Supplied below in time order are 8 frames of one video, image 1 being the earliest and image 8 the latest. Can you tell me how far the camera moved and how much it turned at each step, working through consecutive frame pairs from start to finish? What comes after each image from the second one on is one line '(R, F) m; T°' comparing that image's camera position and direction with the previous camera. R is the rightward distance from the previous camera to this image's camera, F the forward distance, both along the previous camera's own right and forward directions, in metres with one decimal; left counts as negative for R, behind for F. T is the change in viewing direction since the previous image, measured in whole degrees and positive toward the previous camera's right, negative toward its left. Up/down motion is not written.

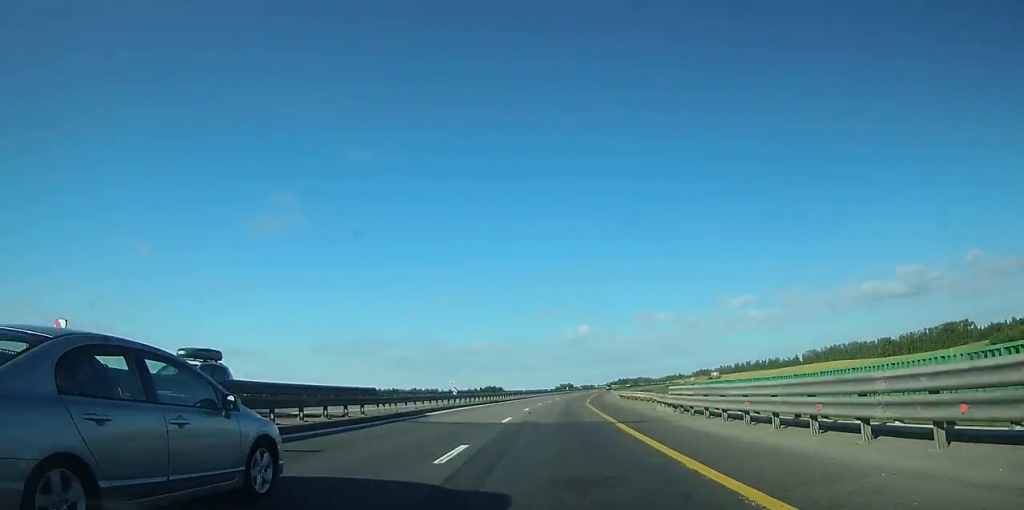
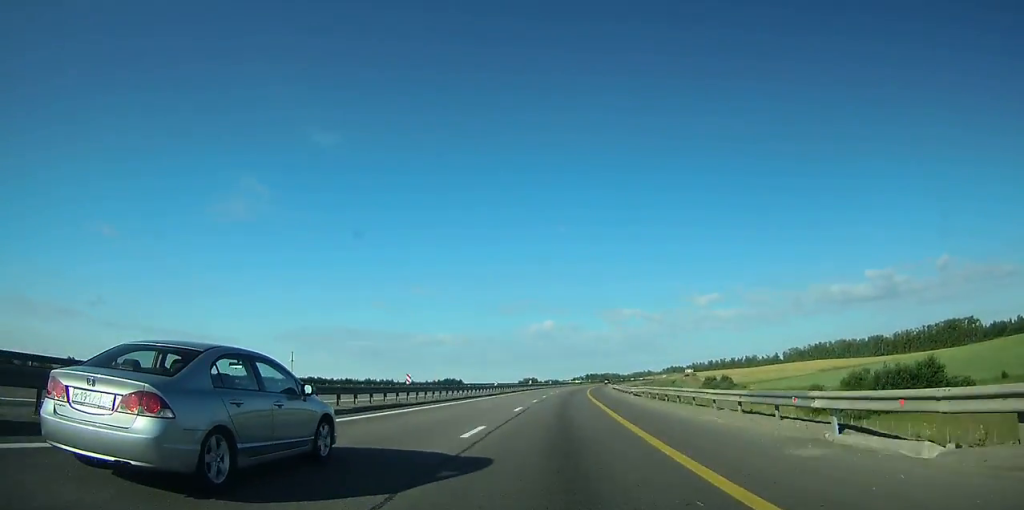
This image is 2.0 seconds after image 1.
(+1.2, +56.1) m; +3°
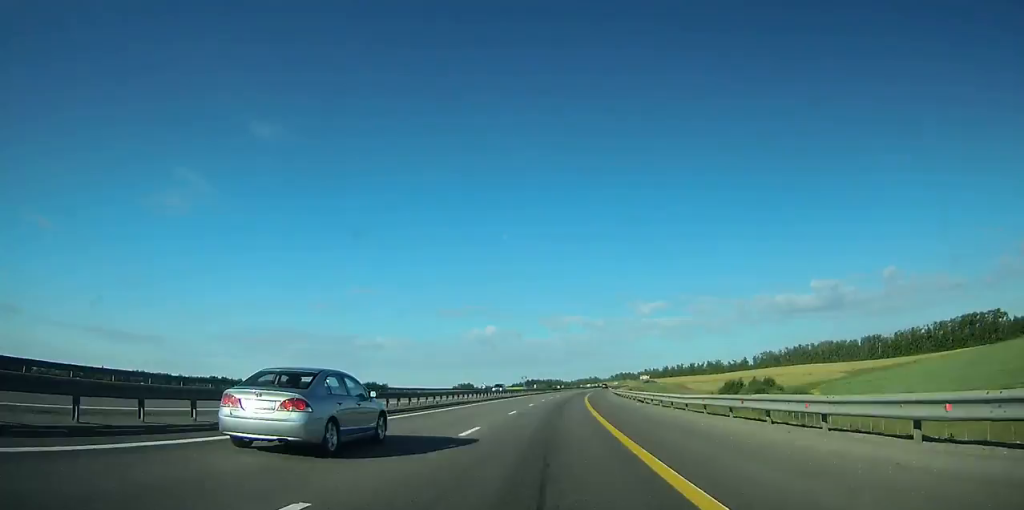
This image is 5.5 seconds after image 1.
(+5.3, +97.4) m; +6°
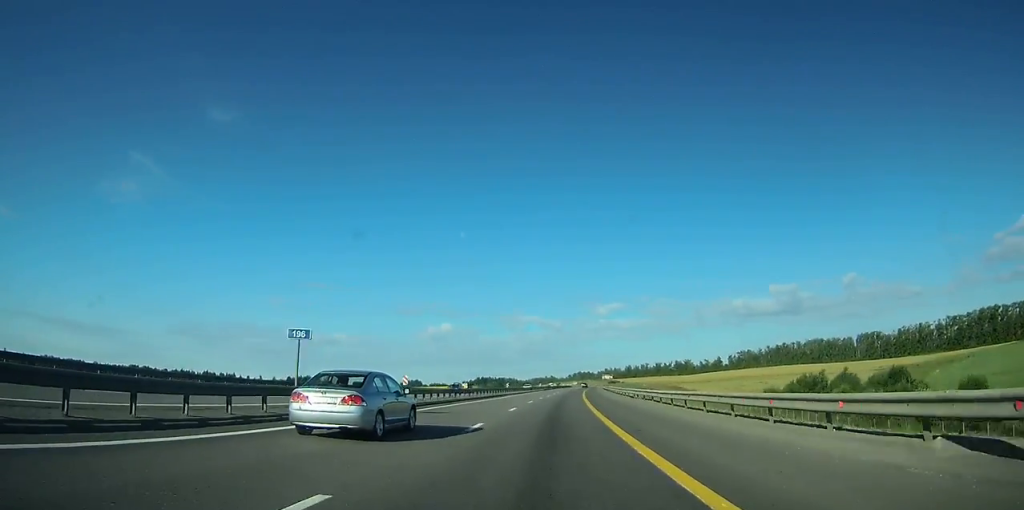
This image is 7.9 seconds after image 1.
(+2.0, +66.3) m; +3°
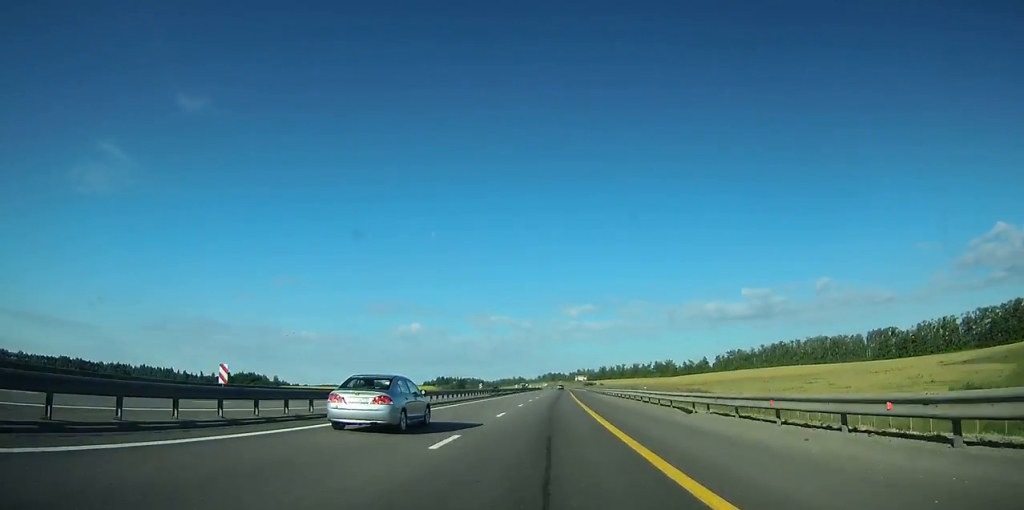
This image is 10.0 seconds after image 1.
(+1.8, +61.1) m; +2°
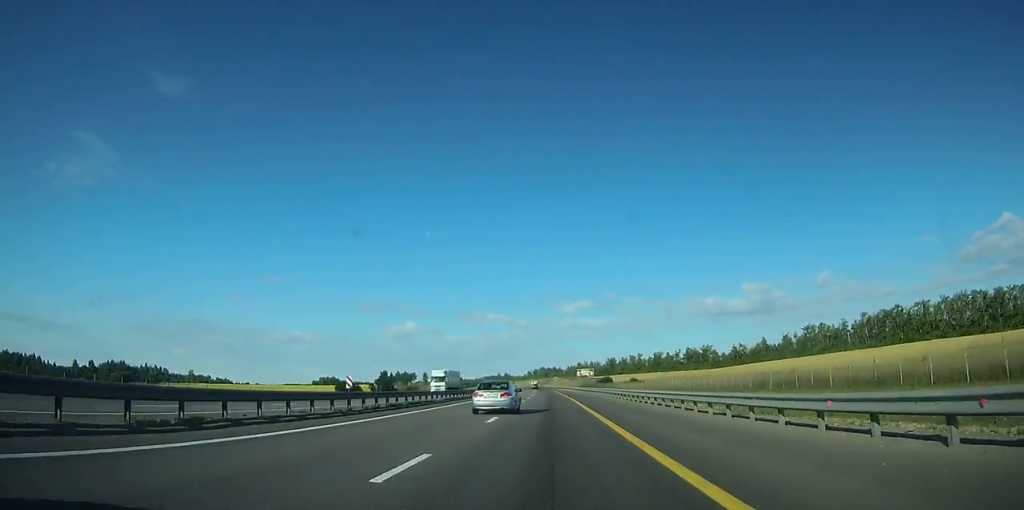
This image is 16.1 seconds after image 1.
(+2.7, +177.7) m; 0°
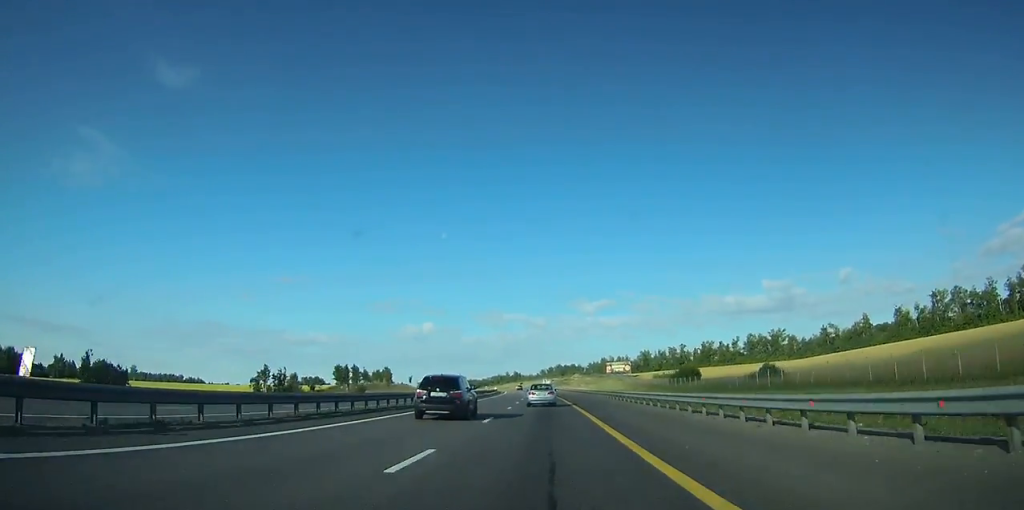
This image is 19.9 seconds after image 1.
(-1.2, +112.8) m; -2°
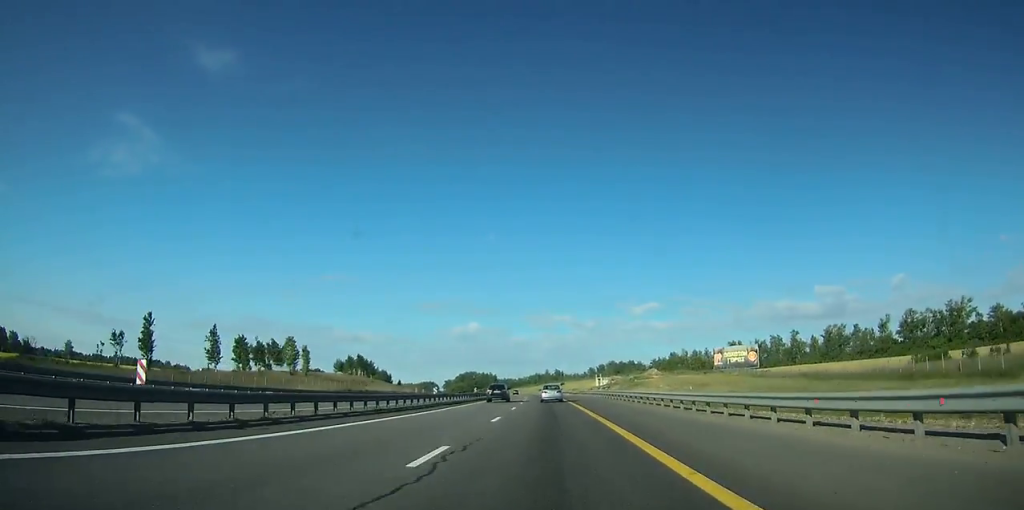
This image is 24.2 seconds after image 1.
(-5.1, +130.6) m; -4°
